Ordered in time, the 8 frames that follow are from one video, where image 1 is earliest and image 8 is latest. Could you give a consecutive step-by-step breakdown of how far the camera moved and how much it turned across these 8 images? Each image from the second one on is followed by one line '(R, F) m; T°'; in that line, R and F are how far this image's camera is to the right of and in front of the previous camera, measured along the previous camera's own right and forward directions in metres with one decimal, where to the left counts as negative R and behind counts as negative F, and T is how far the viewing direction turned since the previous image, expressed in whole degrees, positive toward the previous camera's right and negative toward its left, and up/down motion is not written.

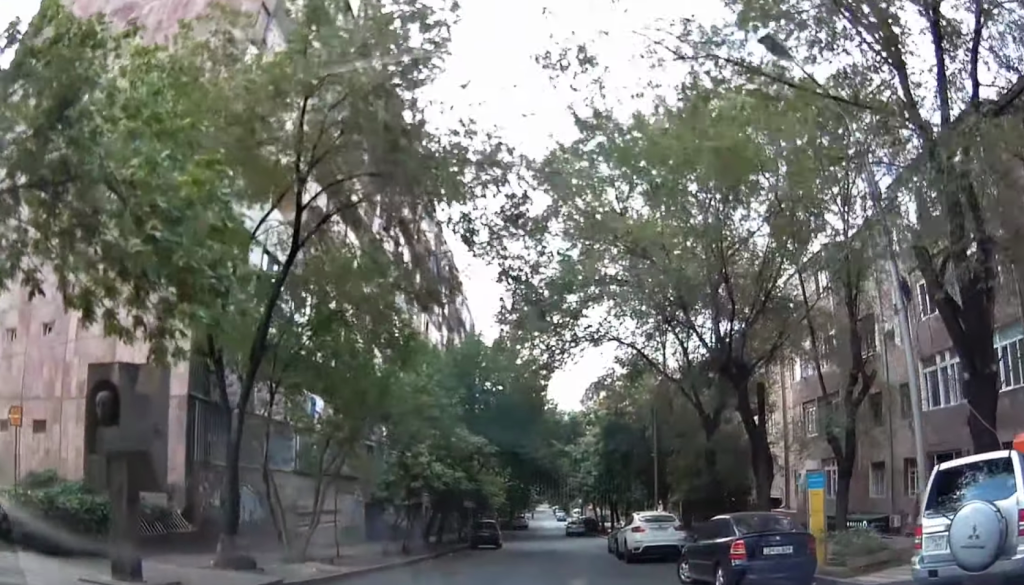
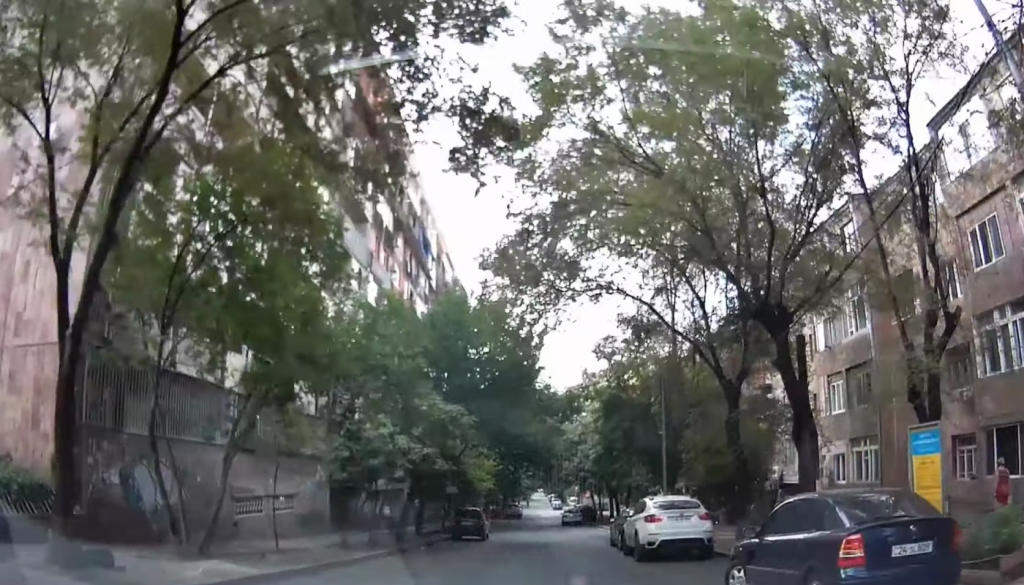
(0.0, +4.9) m; +1°
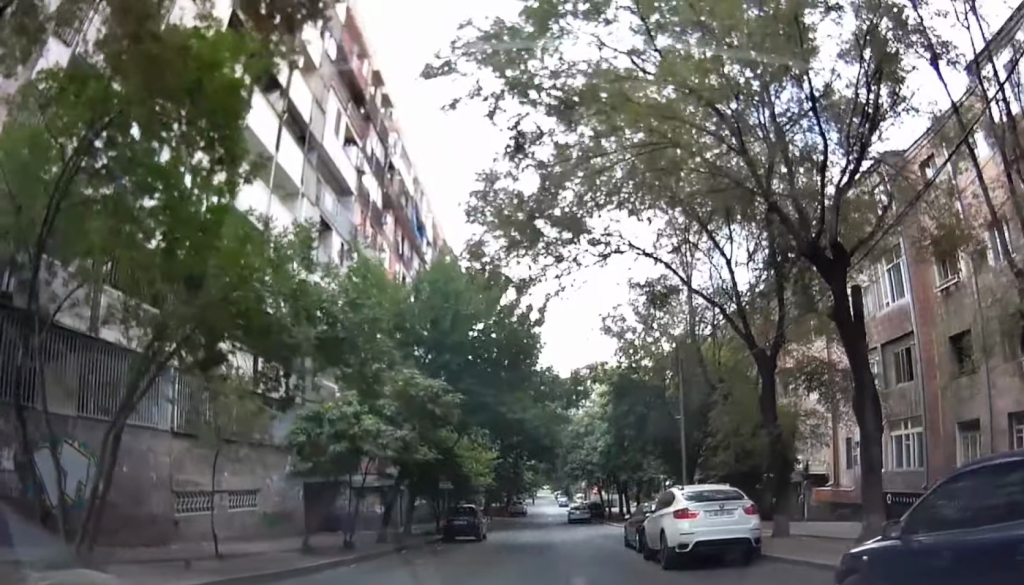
(+0.3, +3.9) m; 0°
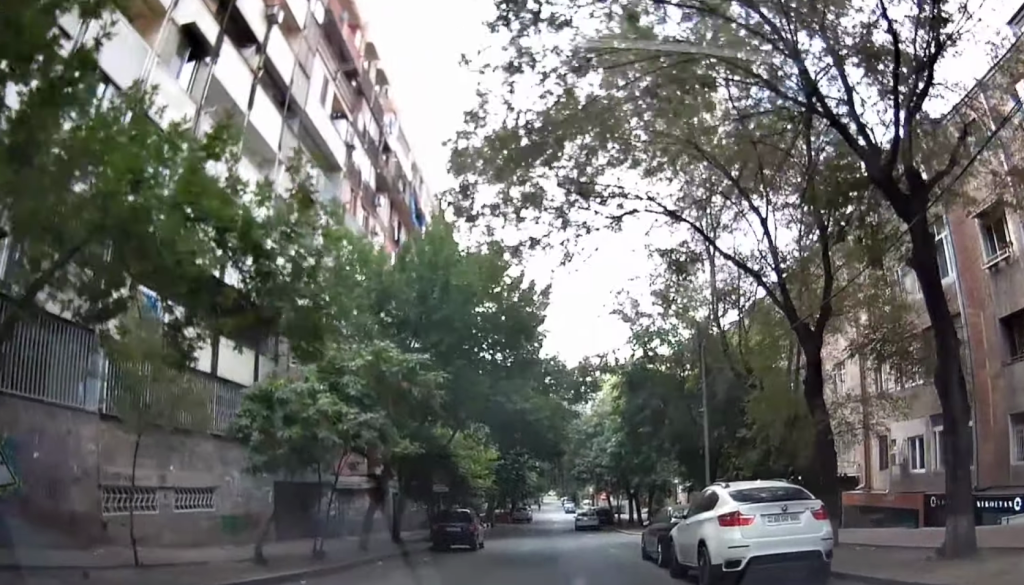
(+0.1, +3.5) m; -1°
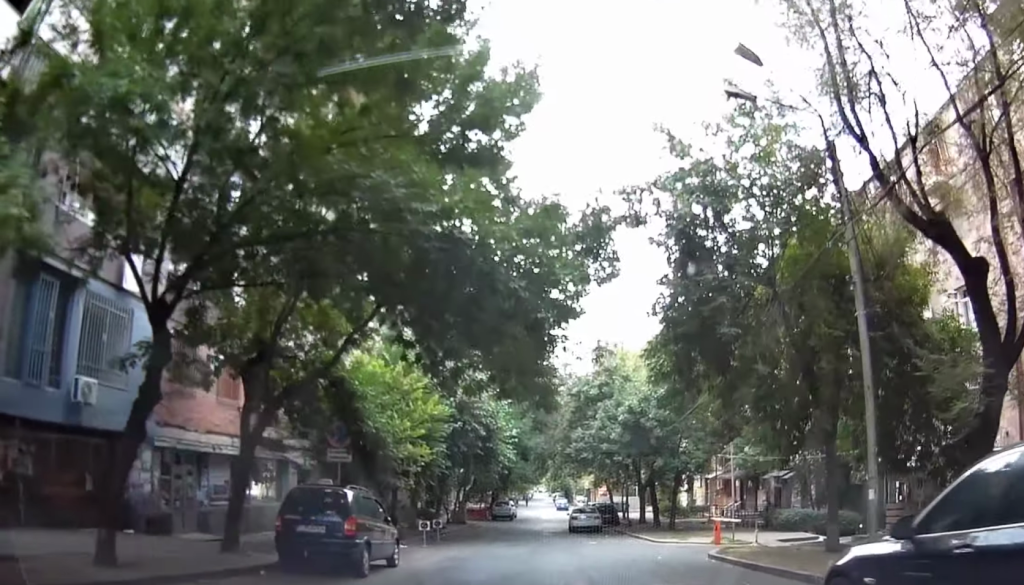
(-0.6, +15.1) m; 0°
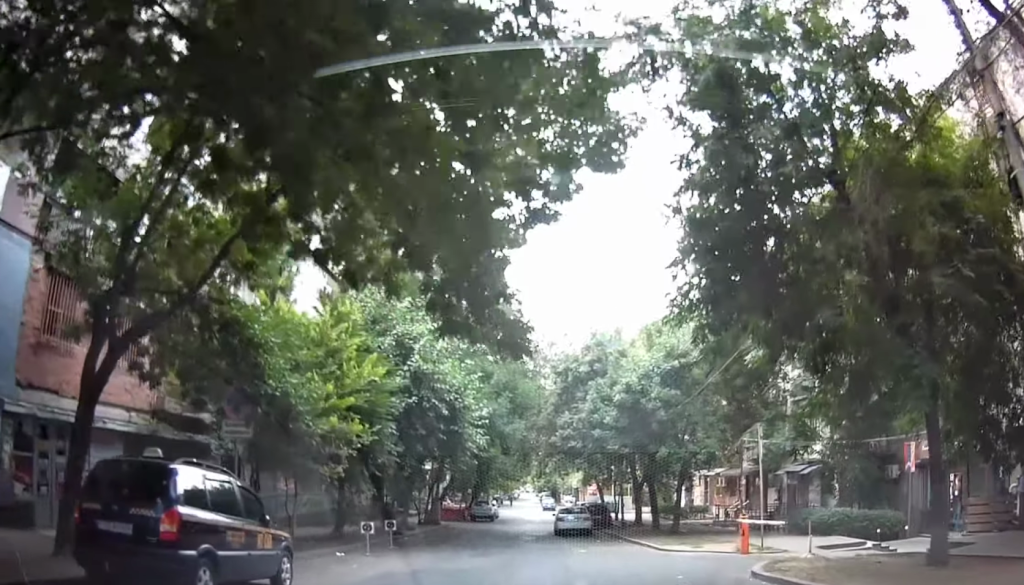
(0.0, +6.2) m; 0°
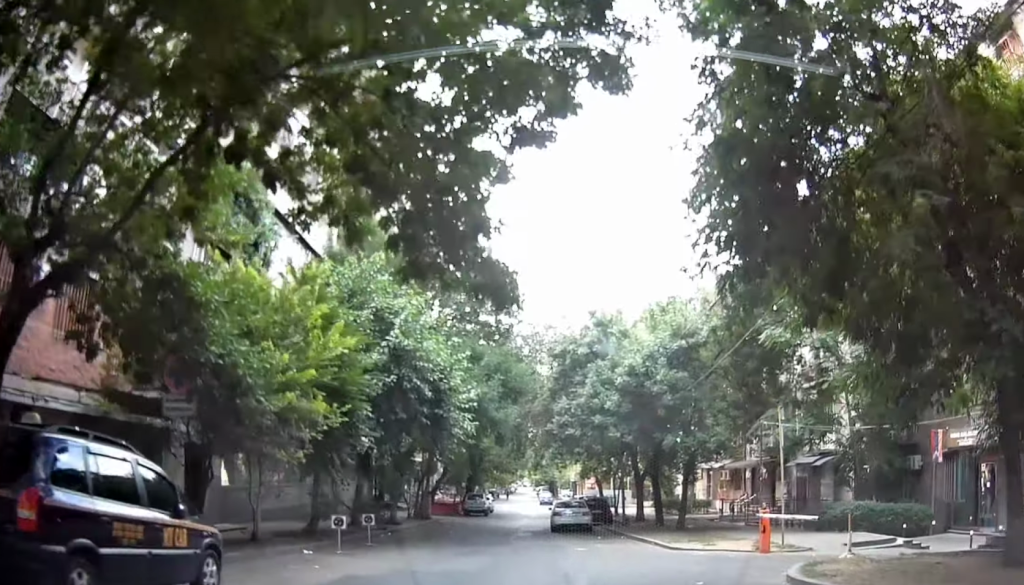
(0.0, +2.7) m; +2°
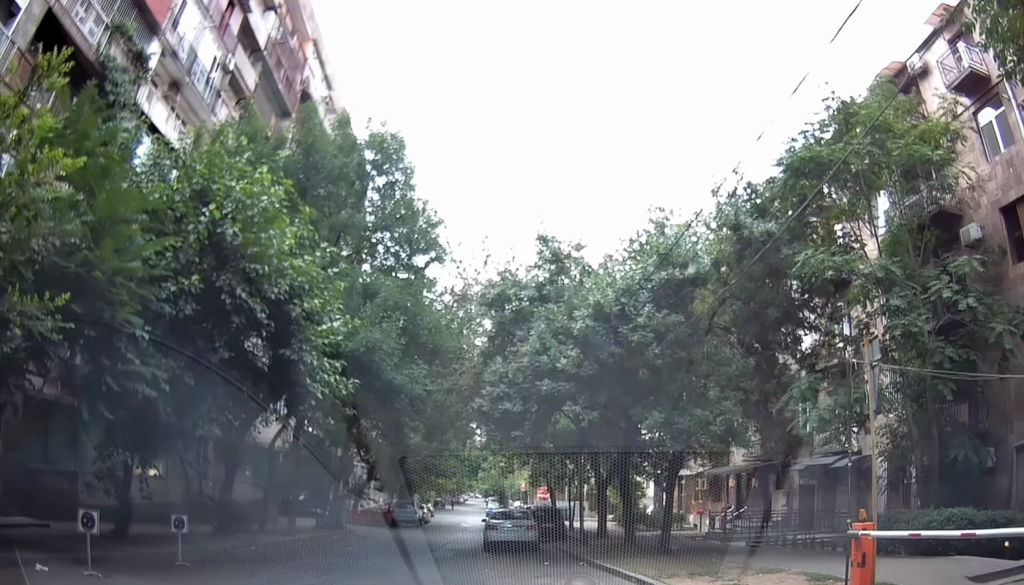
(+1.3, +11.0) m; +11°
